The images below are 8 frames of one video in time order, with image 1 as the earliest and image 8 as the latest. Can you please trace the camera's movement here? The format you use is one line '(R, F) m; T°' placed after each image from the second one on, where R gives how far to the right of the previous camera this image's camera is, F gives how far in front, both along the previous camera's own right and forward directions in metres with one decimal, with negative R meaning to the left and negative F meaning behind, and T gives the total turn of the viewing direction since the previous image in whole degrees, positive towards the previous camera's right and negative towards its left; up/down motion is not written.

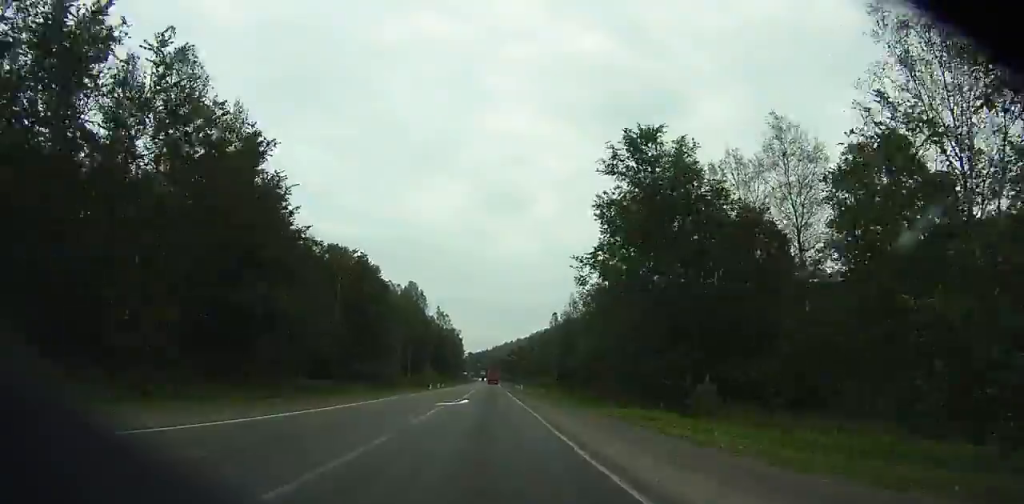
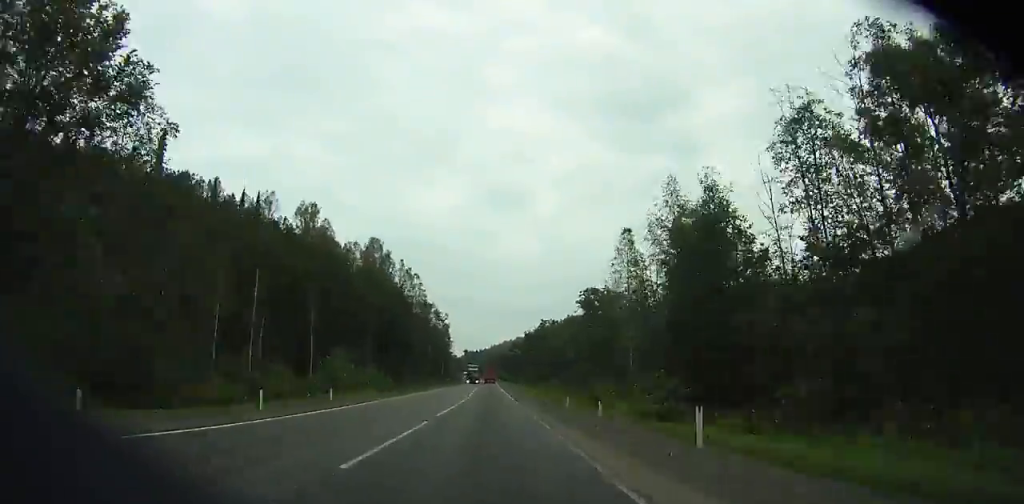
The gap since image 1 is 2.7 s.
(-0.1, +66.0) m; 0°
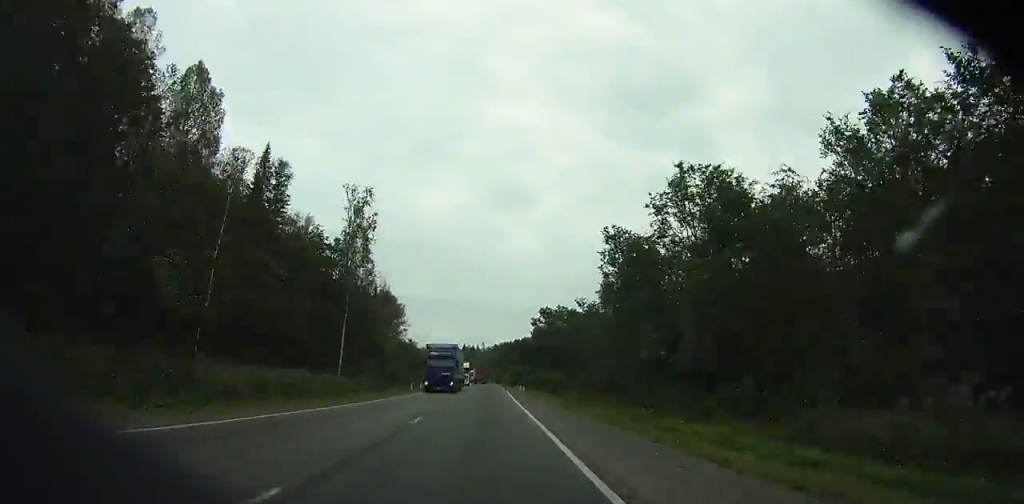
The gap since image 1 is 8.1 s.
(-0.1, +130.8) m; 0°
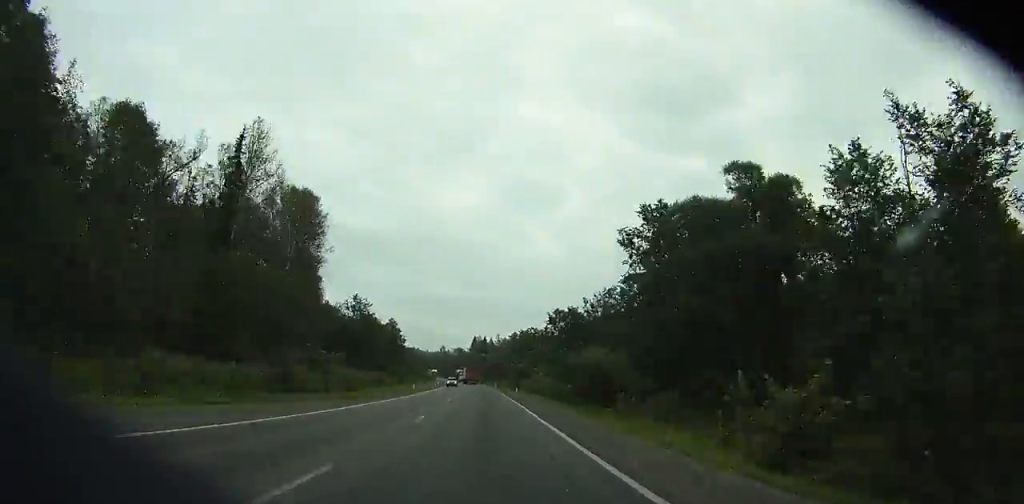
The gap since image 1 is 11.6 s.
(-0.6, +83.7) m; -1°
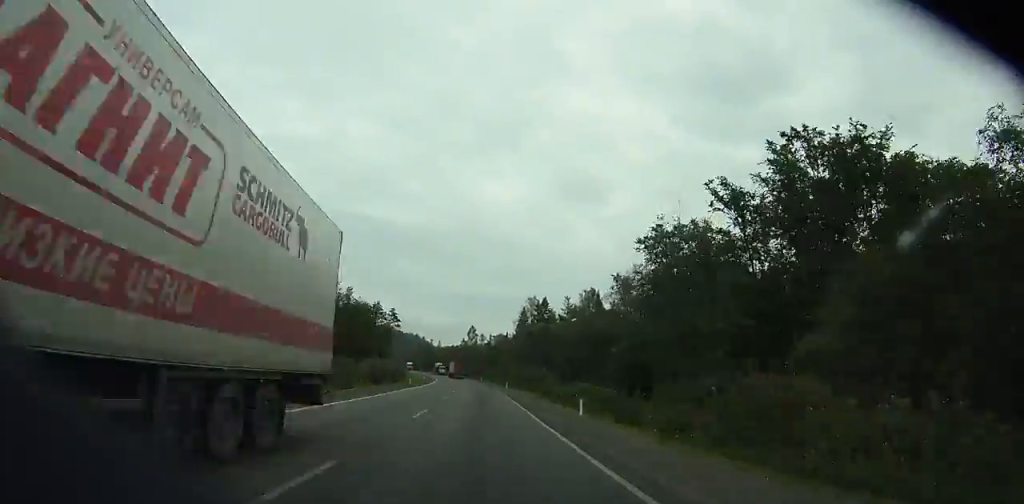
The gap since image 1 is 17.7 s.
(-5.0, +144.0) m; -5°
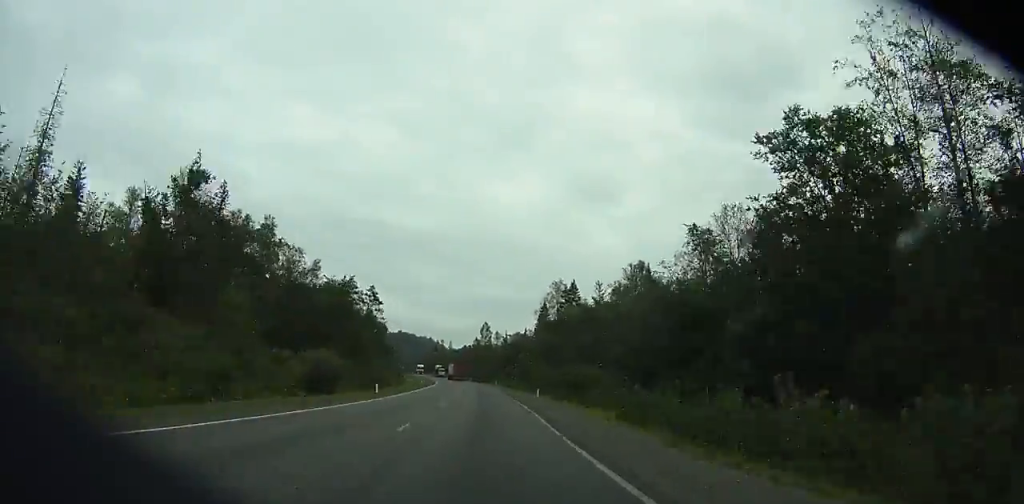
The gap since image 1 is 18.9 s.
(-0.2, +28.1) m; -1°
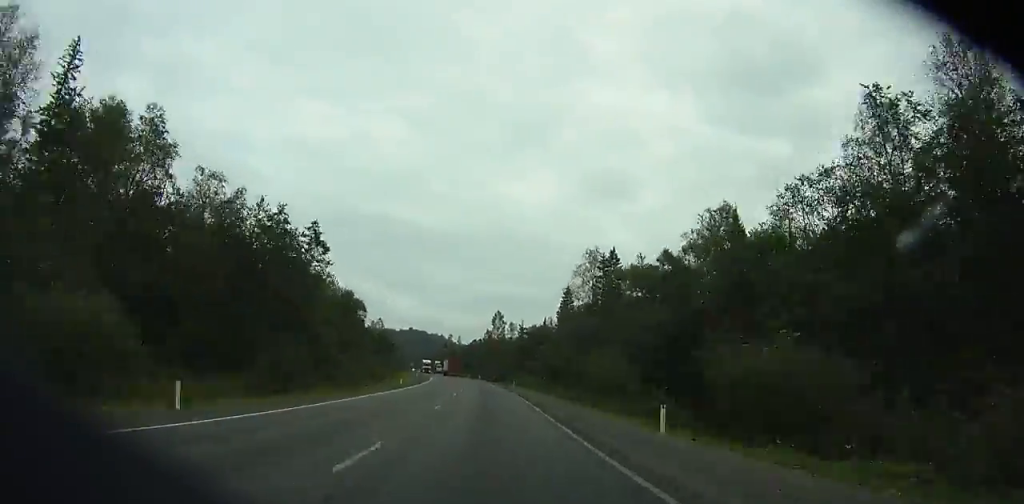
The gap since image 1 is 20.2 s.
(-0.6, +30.4) m; -1°
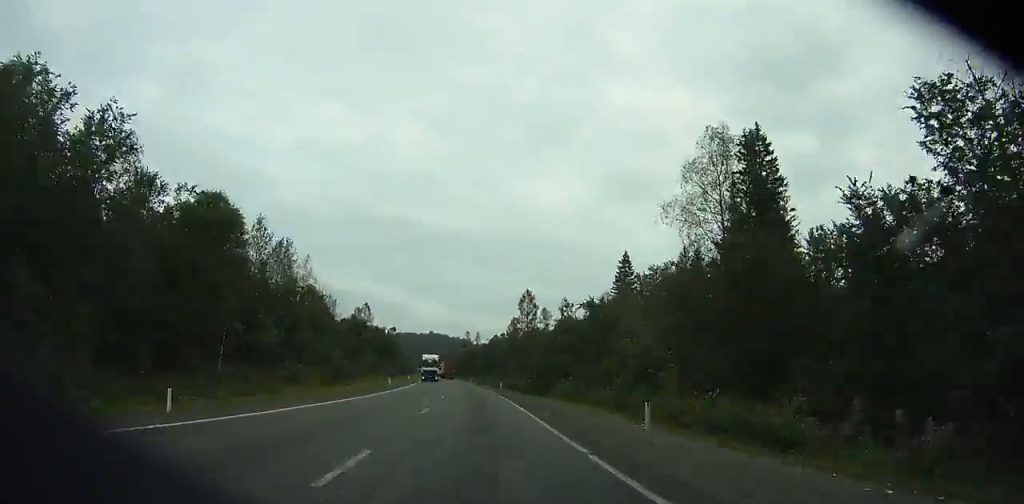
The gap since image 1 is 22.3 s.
(-1.0, +48.8) m; -3°
